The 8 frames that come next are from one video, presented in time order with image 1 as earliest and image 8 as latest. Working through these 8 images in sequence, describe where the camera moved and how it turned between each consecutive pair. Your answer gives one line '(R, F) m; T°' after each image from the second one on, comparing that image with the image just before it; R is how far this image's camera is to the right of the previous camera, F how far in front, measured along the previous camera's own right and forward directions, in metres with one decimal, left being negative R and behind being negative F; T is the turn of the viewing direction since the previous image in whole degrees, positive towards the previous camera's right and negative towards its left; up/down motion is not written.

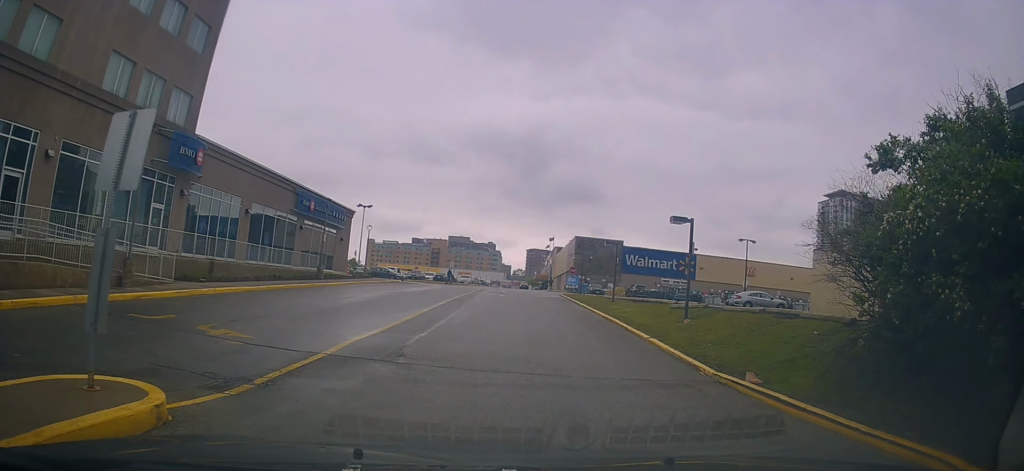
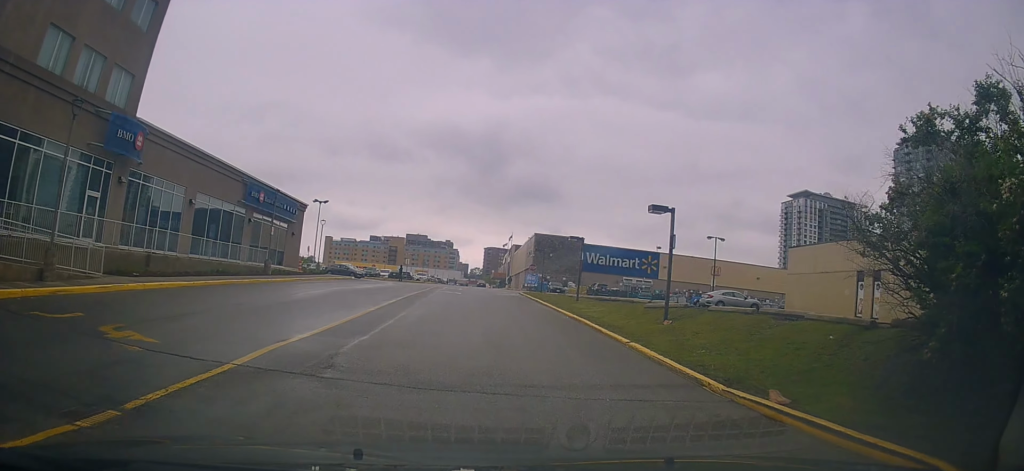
(+0.2, +1.8) m; +3°
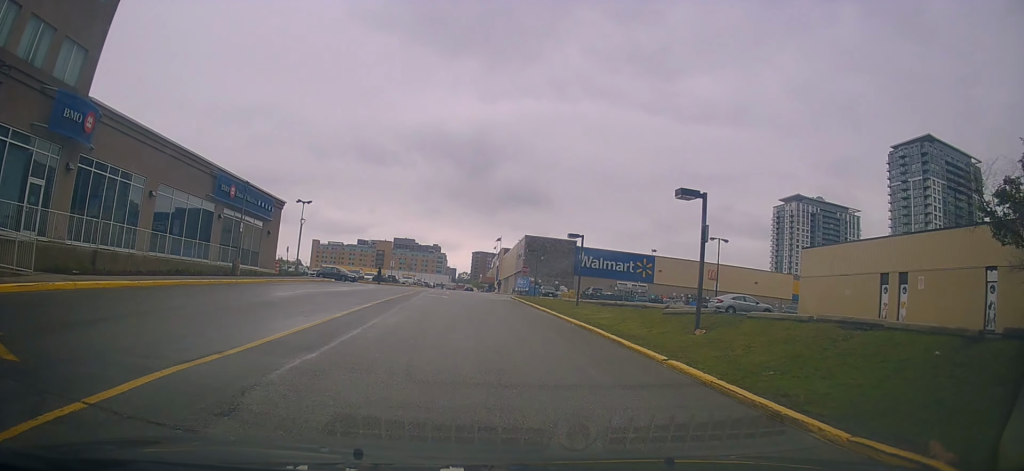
(0.0, +2.9) m; +1°
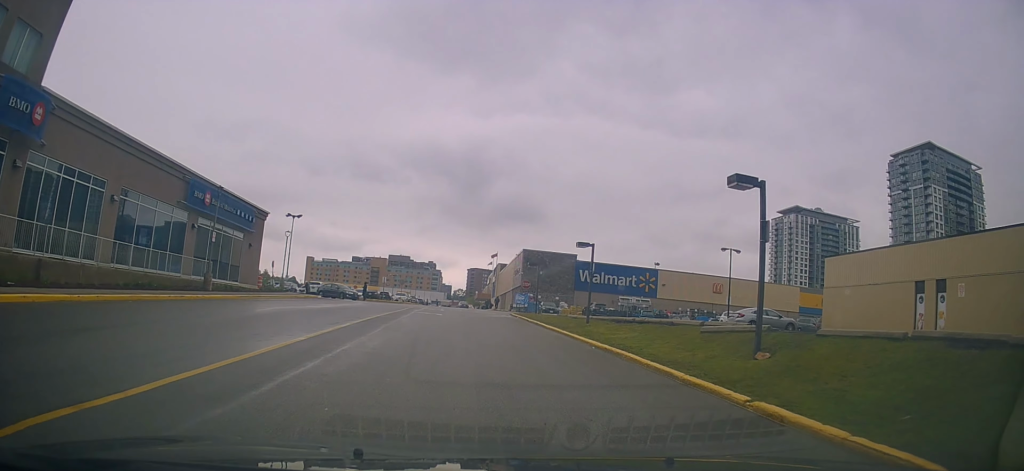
(-0.1, +2.7) m; 0°
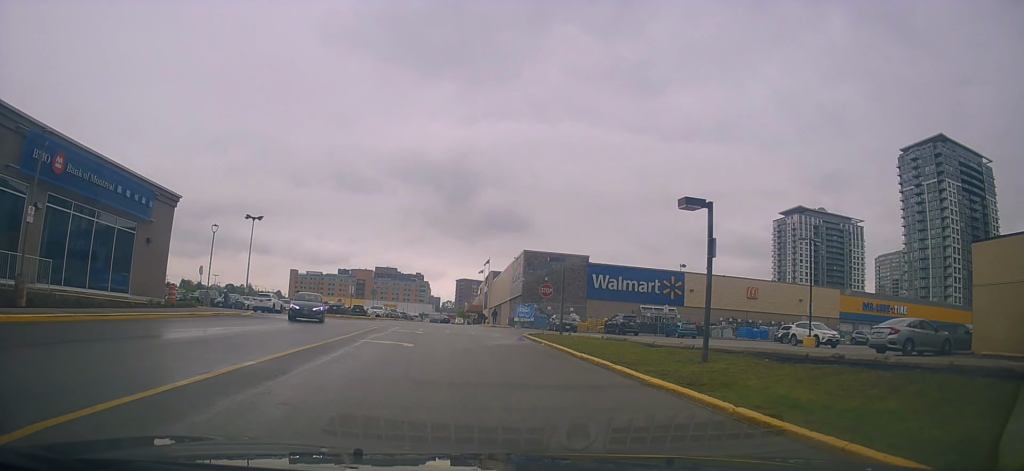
(+1.1, +12.2) m; +7°
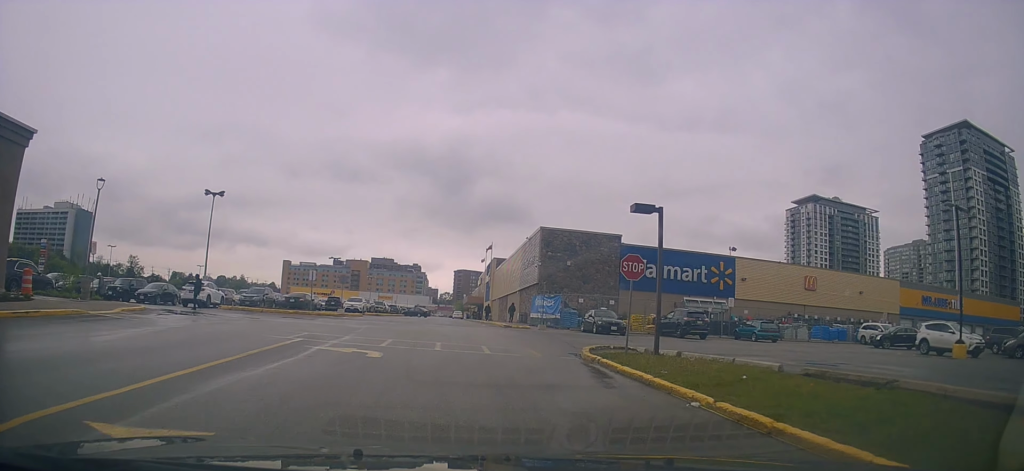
(-0.9, +13.3) m; -7°
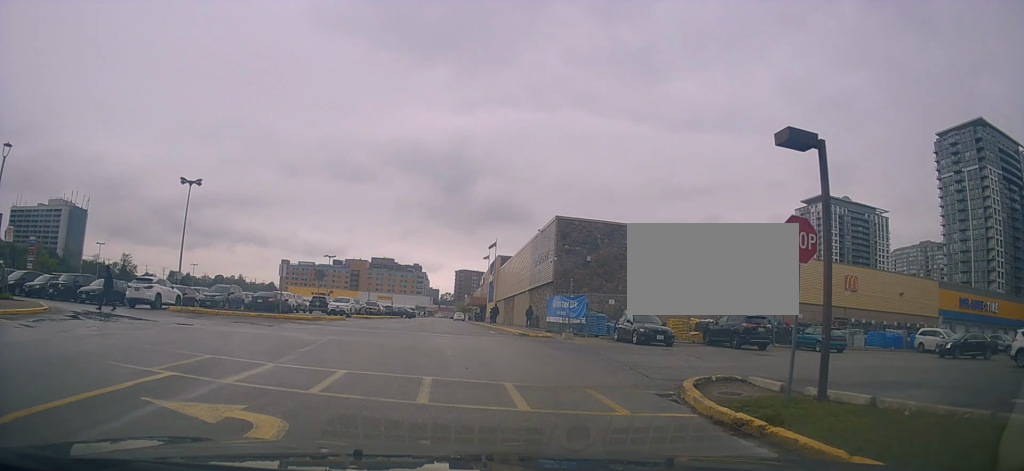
(0.0, +7.6) m; +4°
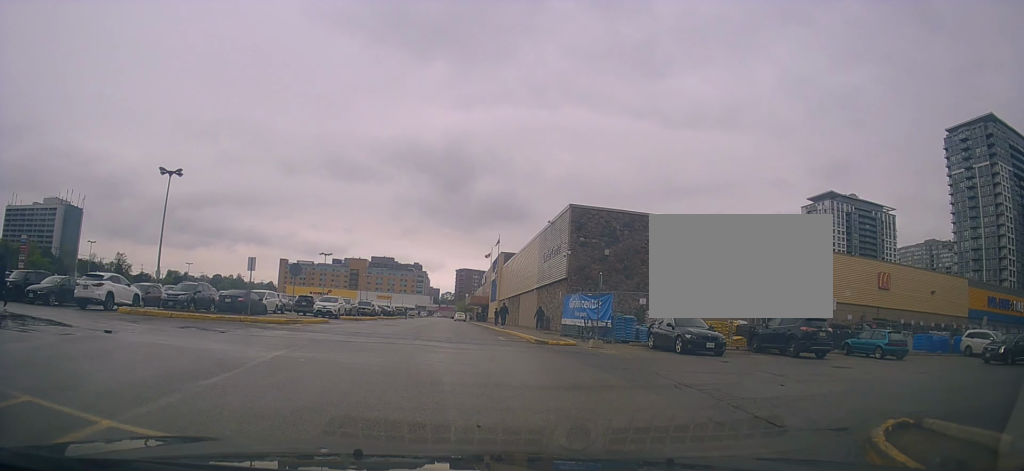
(+0.4, +6.9) m; +5°
